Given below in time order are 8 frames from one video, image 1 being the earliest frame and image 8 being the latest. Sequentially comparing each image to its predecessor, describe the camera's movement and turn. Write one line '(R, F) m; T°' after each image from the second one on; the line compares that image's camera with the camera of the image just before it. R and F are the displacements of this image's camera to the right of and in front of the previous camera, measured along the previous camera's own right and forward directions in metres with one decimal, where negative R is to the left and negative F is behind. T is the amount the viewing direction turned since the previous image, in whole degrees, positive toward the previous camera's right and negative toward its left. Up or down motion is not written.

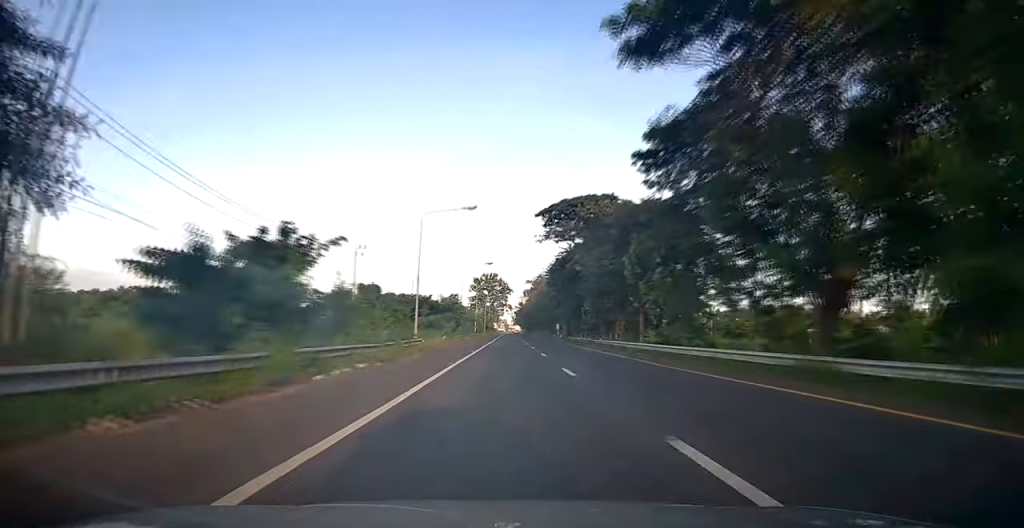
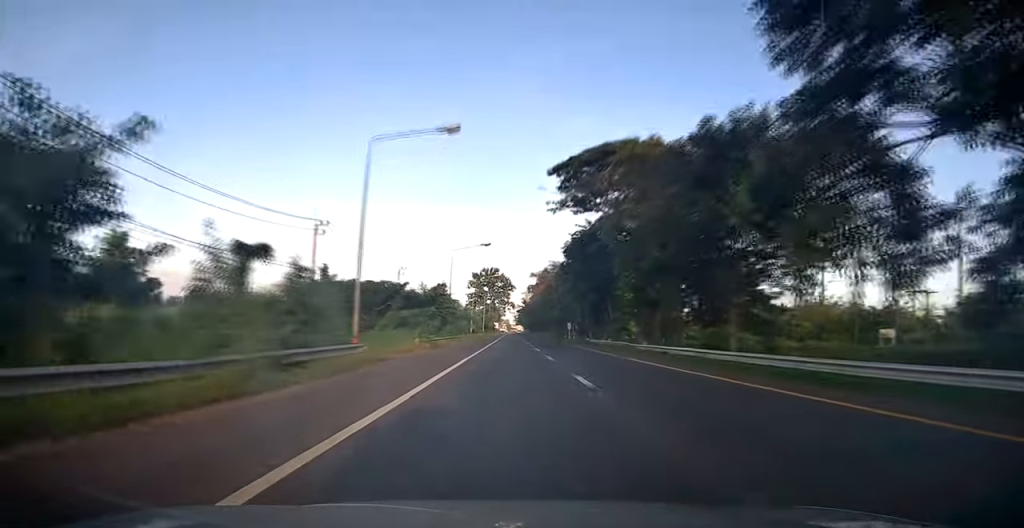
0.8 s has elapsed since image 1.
(0.0, +14.4) m; 0°
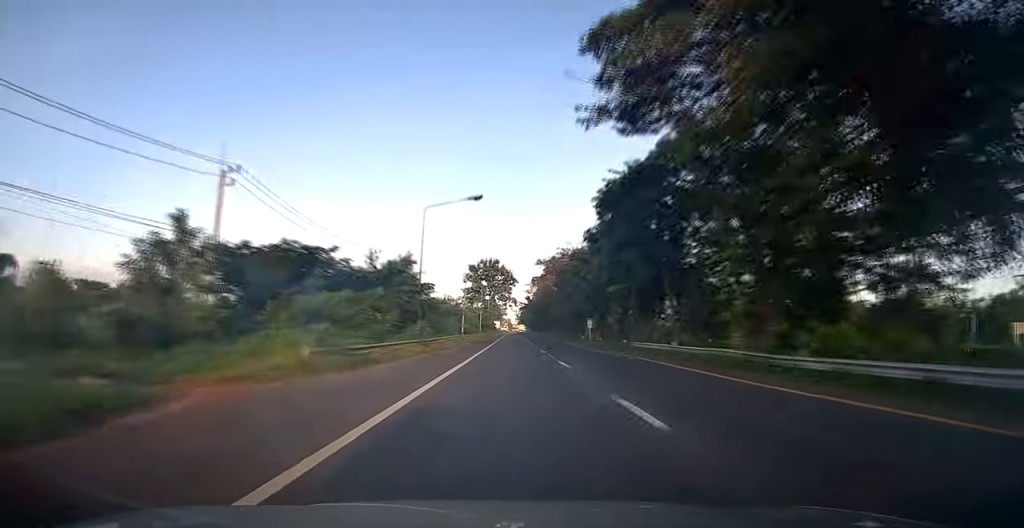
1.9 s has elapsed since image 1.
(0.0, +17.8) m; -1°
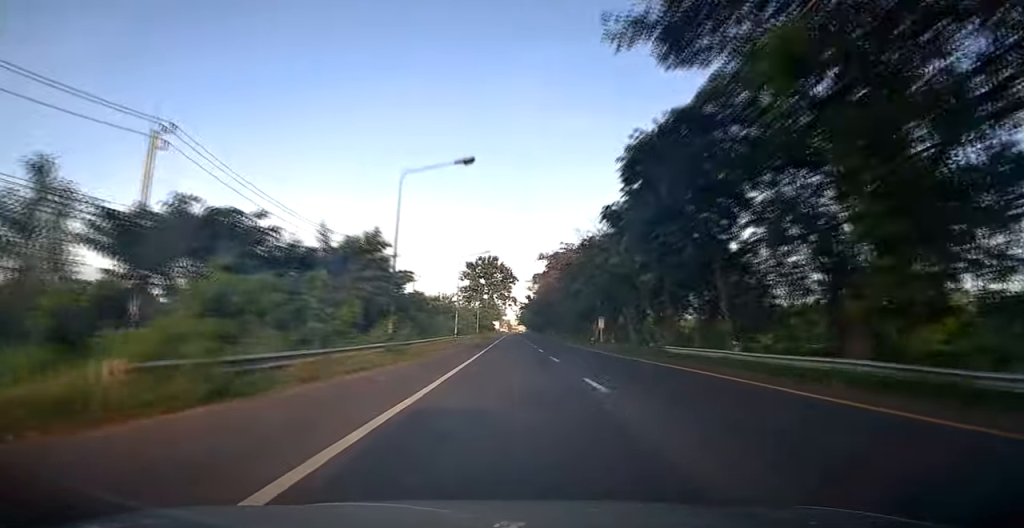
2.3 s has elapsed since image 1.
(-0.1, +7.5) m; 0°
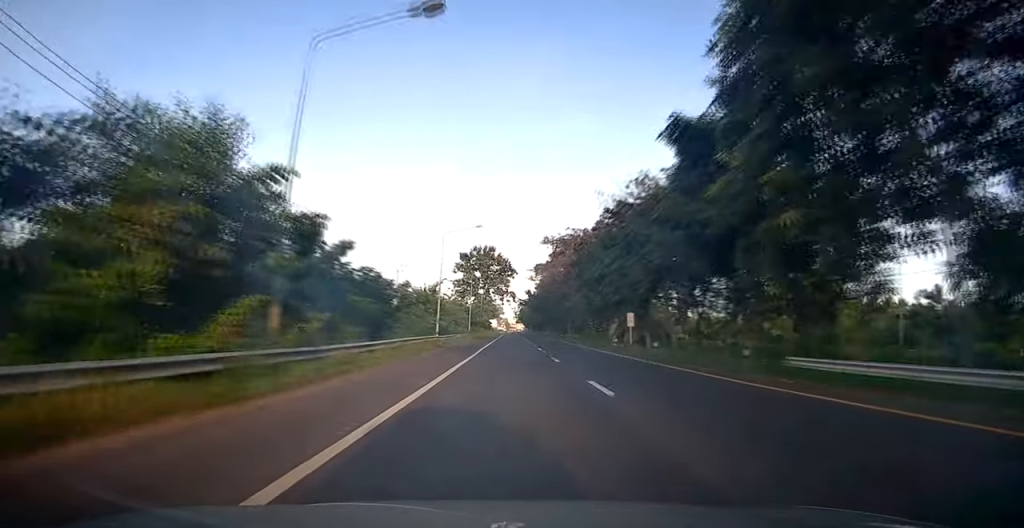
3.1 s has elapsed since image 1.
(0.0, +12.9) m; 0°
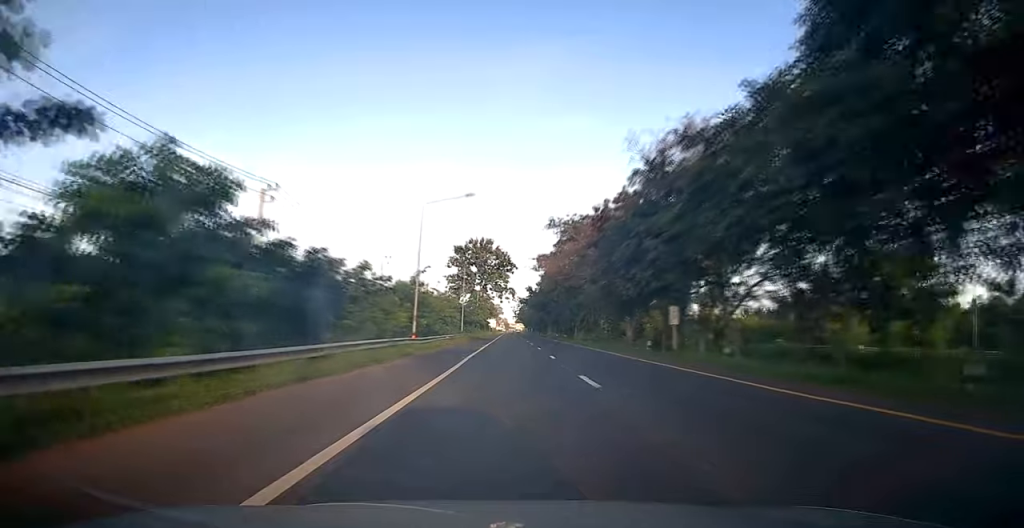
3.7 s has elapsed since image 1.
(+0.1, +10.2) m; 0°
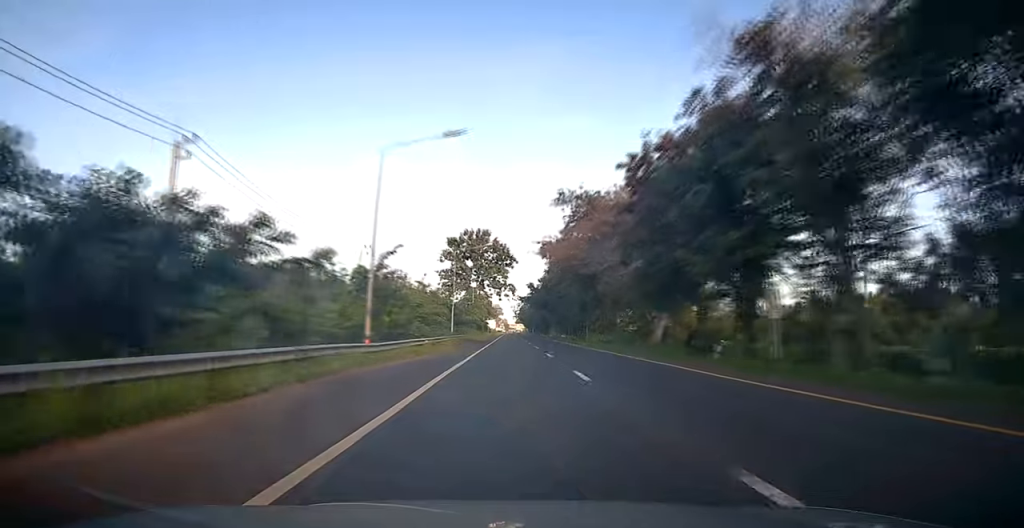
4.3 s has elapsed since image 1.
(-0.1, +10.7) m; 0°
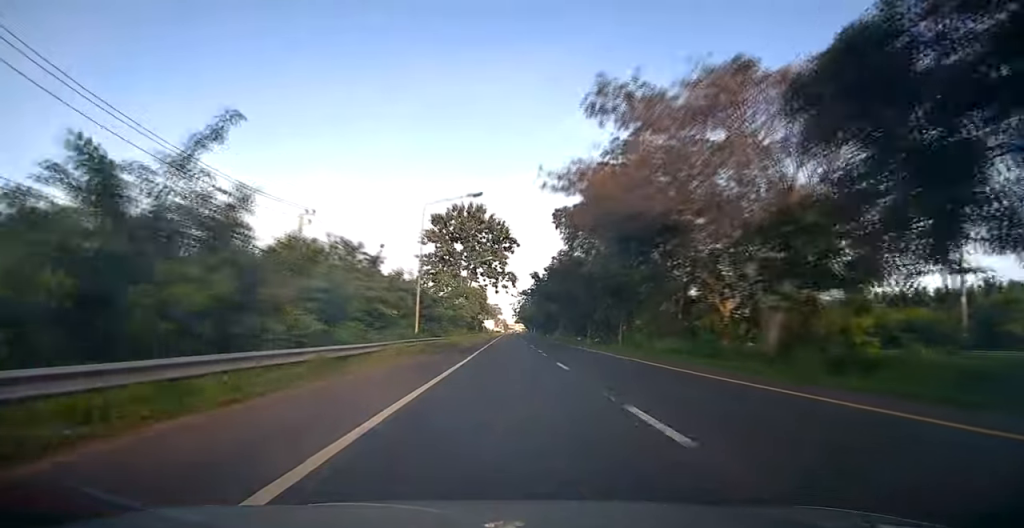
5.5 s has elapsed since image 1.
(+0.2, +19.2) m; 0°
